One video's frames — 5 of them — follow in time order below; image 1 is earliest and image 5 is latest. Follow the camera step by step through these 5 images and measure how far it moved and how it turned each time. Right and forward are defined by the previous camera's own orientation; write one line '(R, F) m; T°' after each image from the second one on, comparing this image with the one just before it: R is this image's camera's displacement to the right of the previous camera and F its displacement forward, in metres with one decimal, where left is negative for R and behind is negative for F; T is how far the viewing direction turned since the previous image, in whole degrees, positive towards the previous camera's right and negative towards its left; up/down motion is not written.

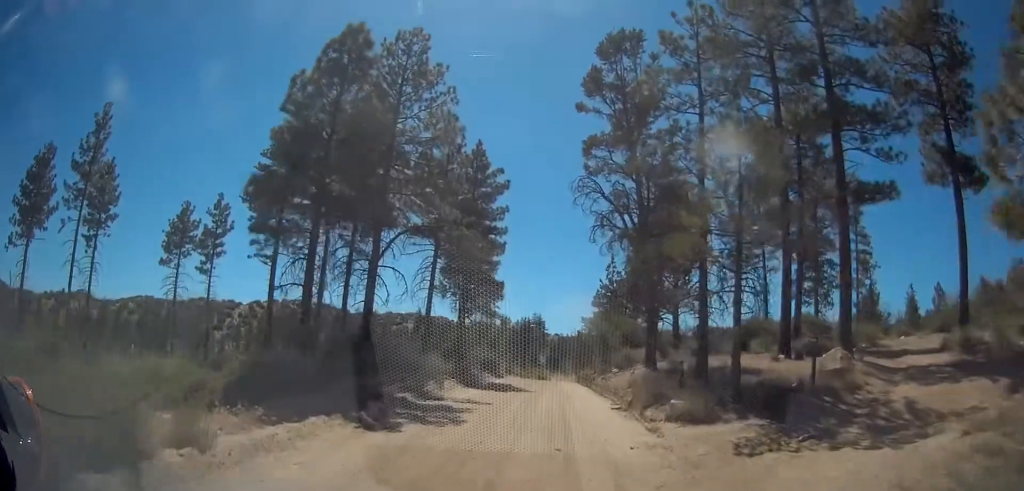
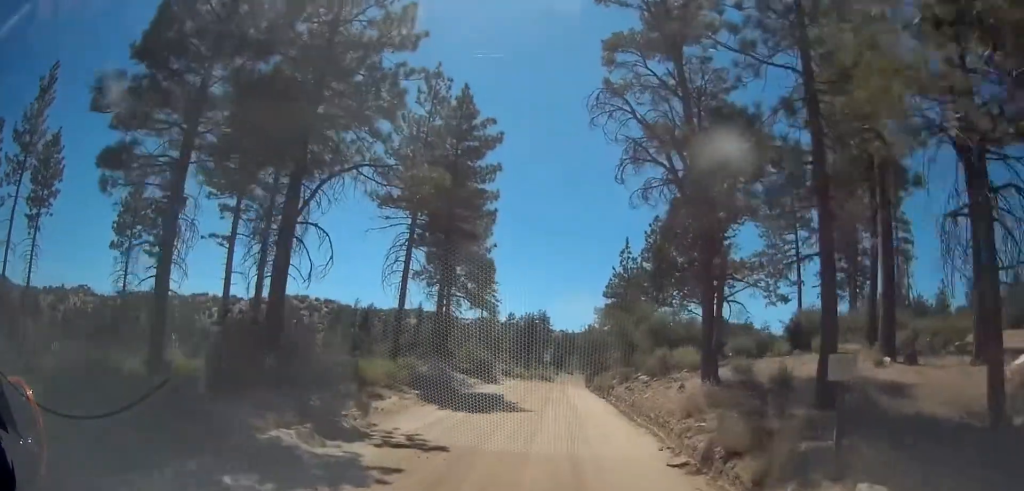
(0.0, +7.7) m; 0°
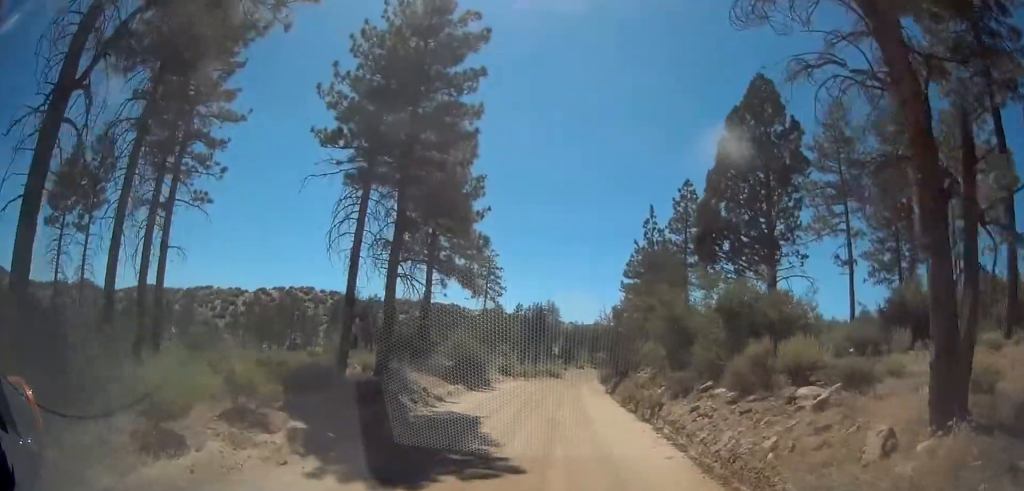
(0.0, +9.0) m; 0°
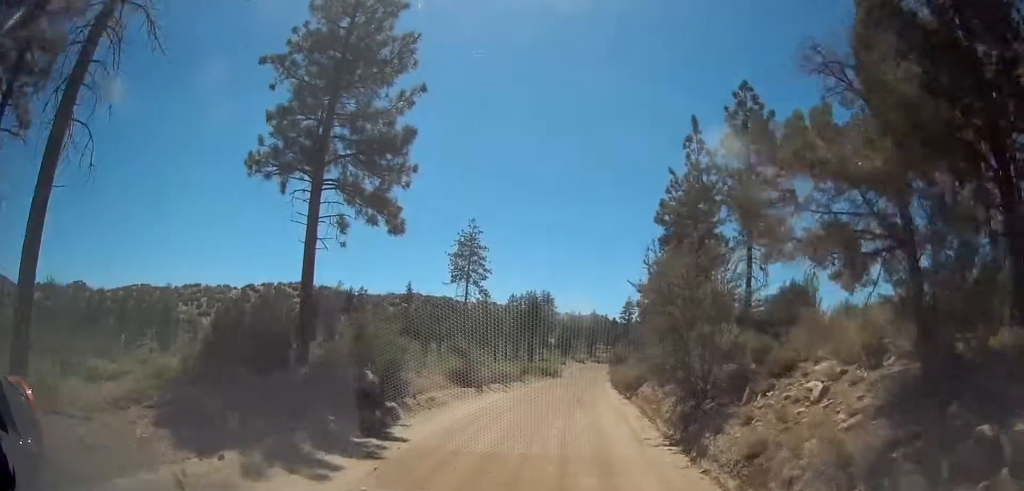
(-0.4, +15.3) m; -1°
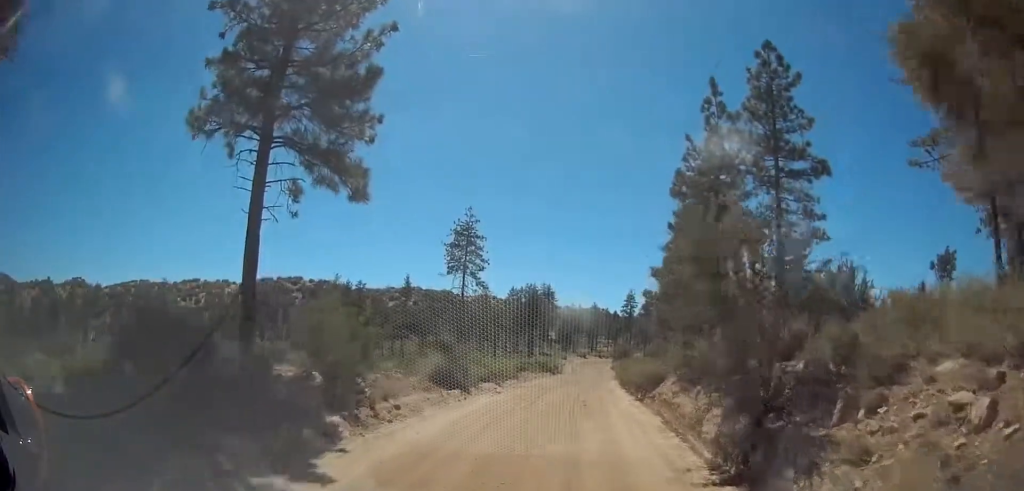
(+0.1, +3.5) m; +2°
